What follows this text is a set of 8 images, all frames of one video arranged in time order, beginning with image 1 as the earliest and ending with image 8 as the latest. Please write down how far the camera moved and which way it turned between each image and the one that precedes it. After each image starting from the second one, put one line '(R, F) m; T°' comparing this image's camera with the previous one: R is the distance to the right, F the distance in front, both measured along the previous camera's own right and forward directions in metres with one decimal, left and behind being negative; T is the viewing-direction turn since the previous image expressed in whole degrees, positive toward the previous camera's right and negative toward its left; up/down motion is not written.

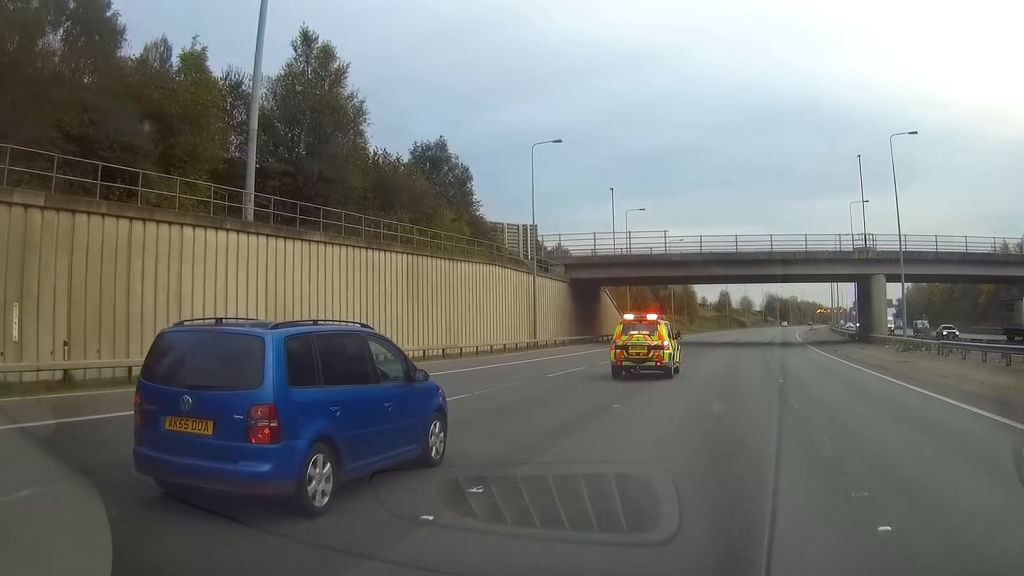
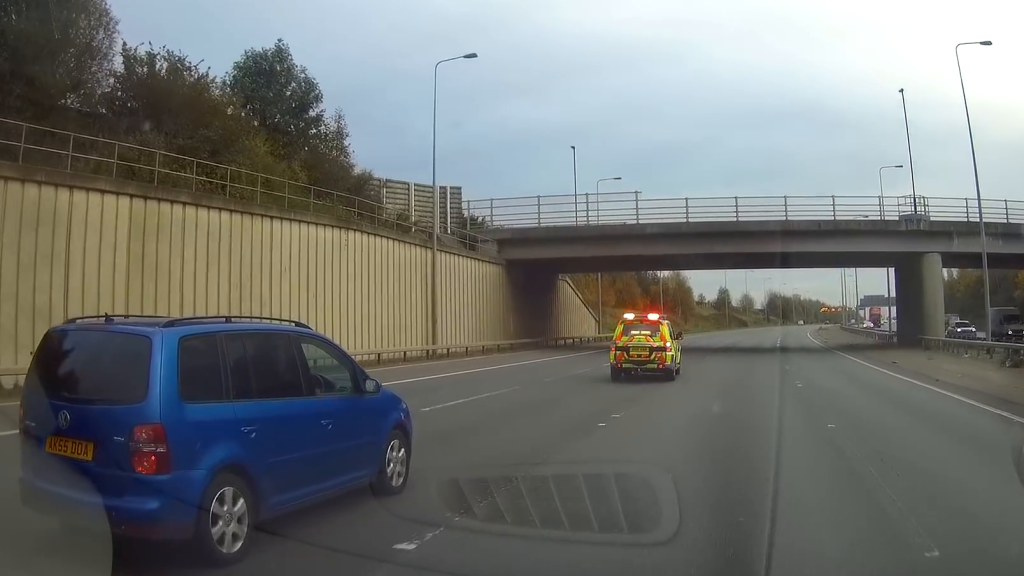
(0.0, +19.6) m; 0°
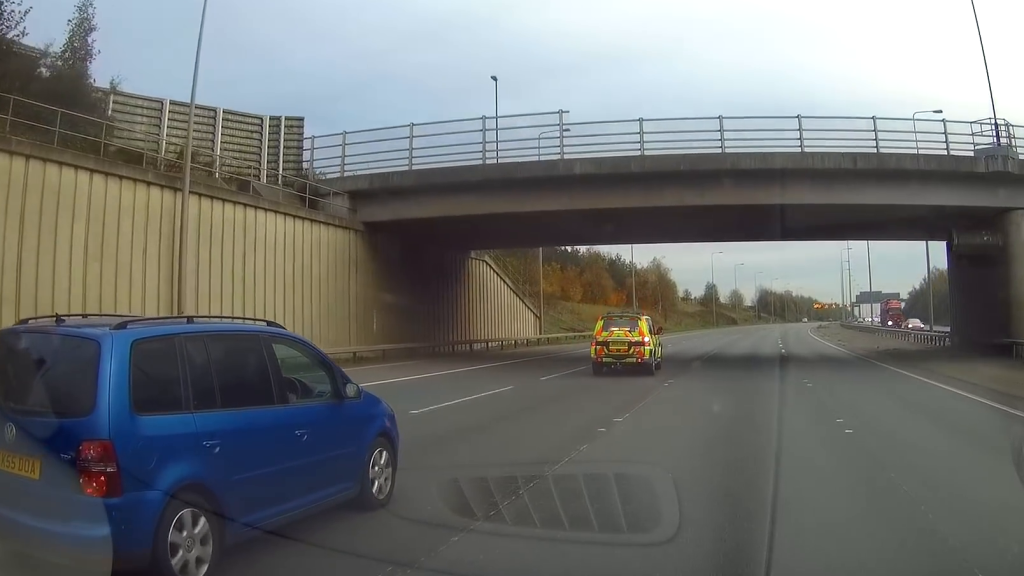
(+0.2, +18.6) m; +1°
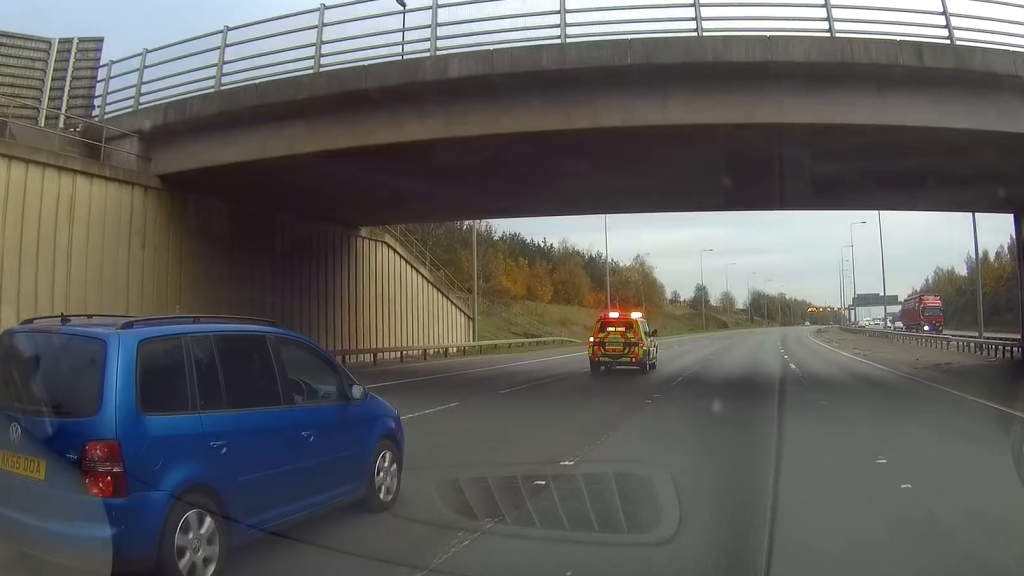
(+0.1, +12.7) m; 0°
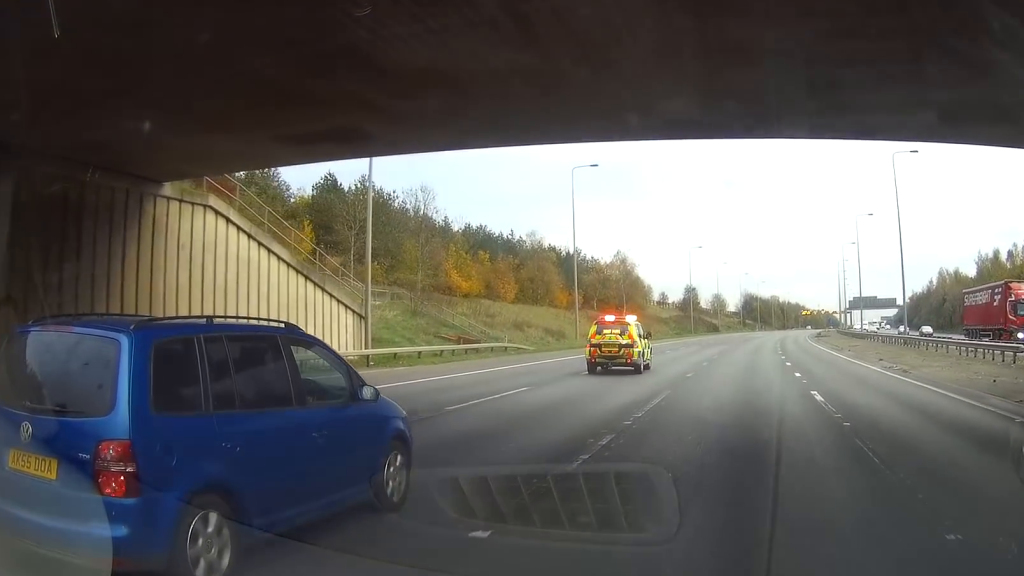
(+0.1, +12.0) m; 0°
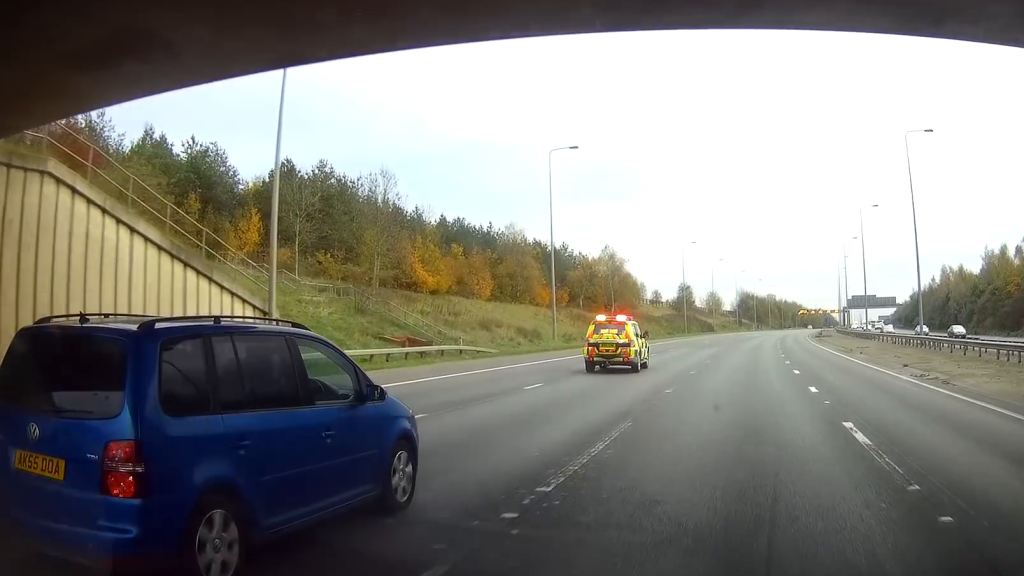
(0.0, +6.8) m; 0°
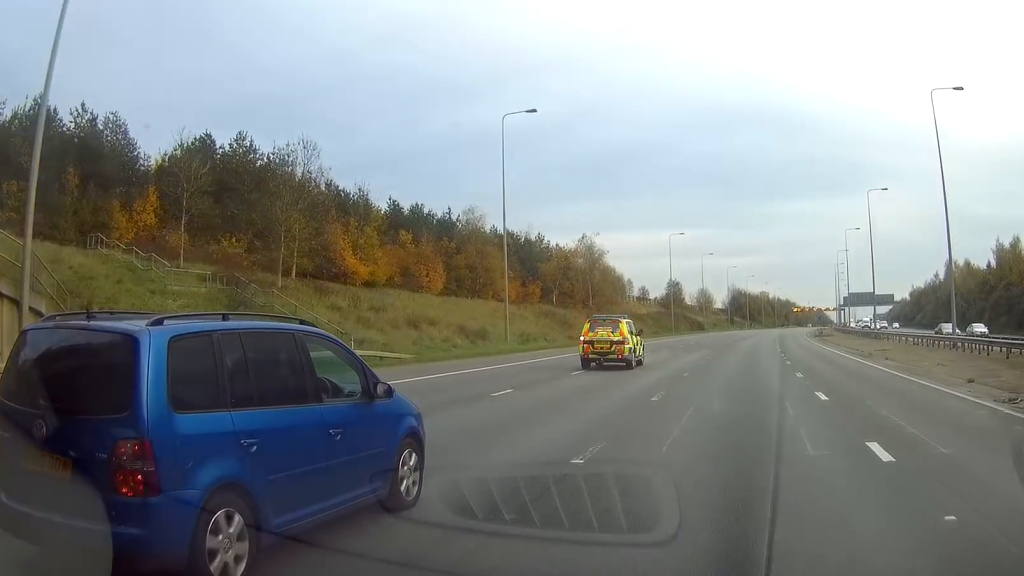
(-0.1, +11.0) m; +1°
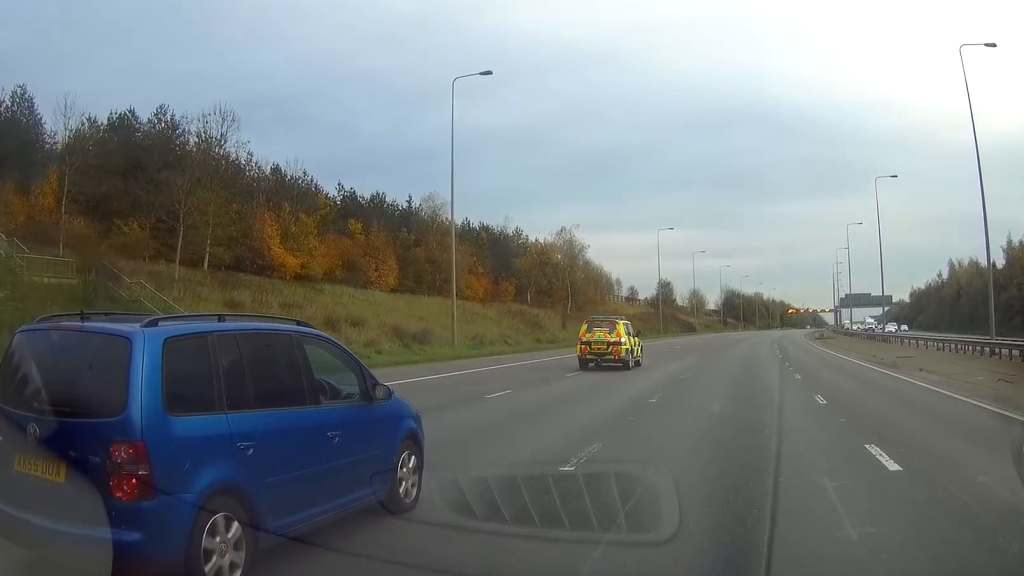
(+0.2, +8.7) m; +2°
